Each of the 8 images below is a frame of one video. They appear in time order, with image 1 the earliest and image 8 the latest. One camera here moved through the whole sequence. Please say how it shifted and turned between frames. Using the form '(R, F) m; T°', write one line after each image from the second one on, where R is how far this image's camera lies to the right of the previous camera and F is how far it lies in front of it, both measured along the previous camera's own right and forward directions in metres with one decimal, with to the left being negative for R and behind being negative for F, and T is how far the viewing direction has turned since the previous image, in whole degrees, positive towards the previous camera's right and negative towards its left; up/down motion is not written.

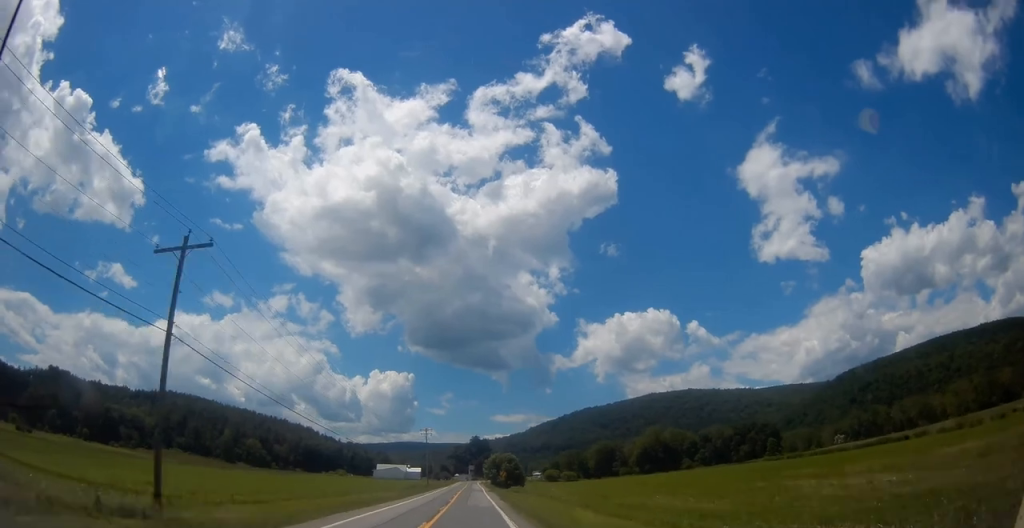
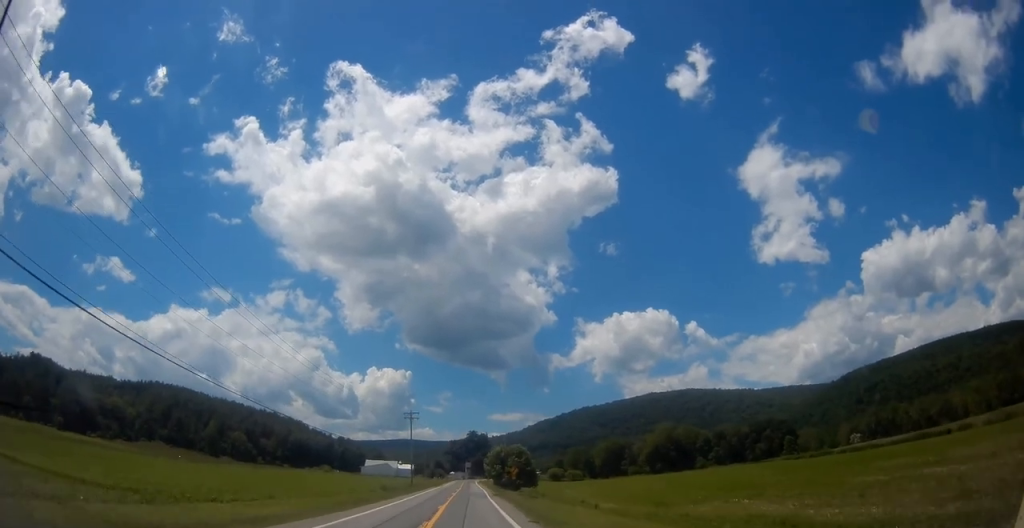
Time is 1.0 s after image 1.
(+0.2, +24.6) m; +1°
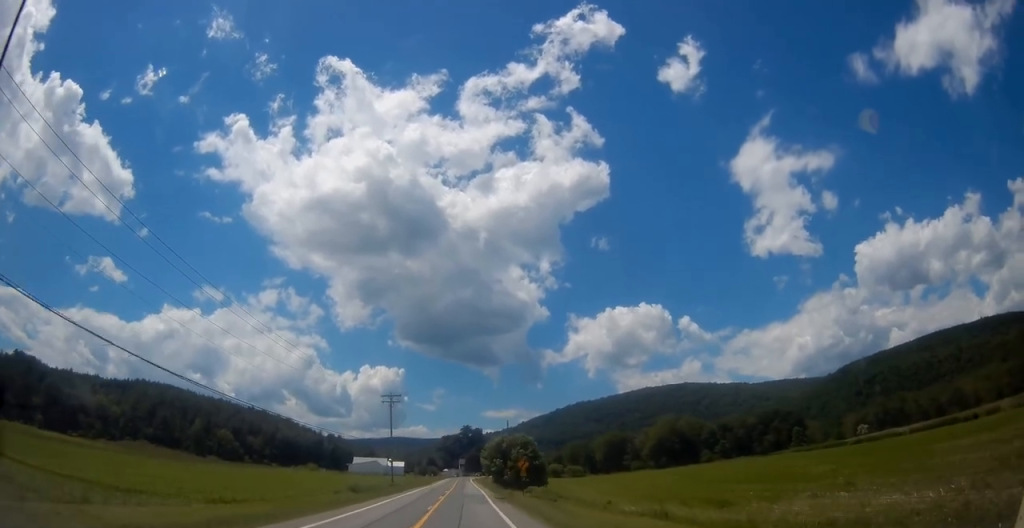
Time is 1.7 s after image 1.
(+0.3, +16.4) m; 0°
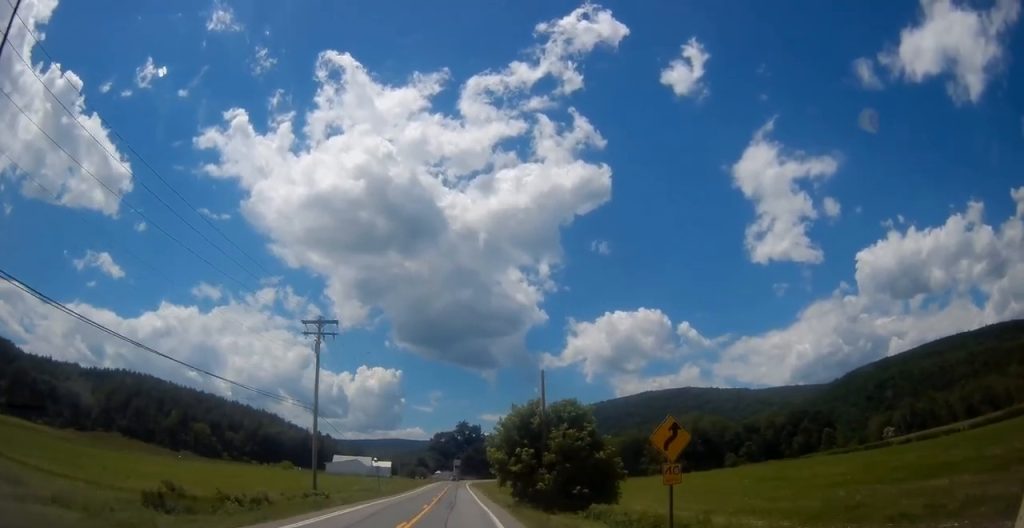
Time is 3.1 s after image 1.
(-0.1, +34.5) m; 0°
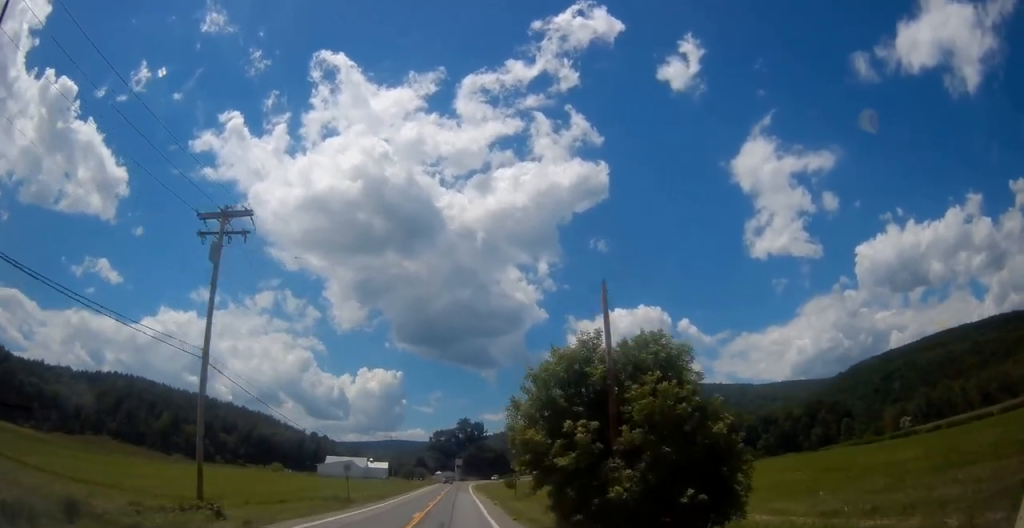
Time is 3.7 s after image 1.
(+0.2, +16.4) m; 0°
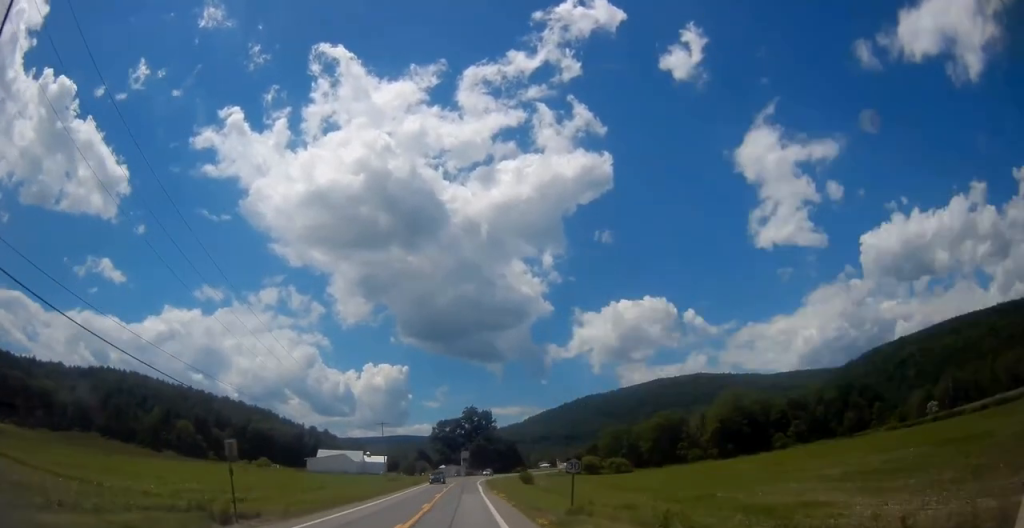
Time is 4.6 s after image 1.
(-0.3, +22.1) m; -1°
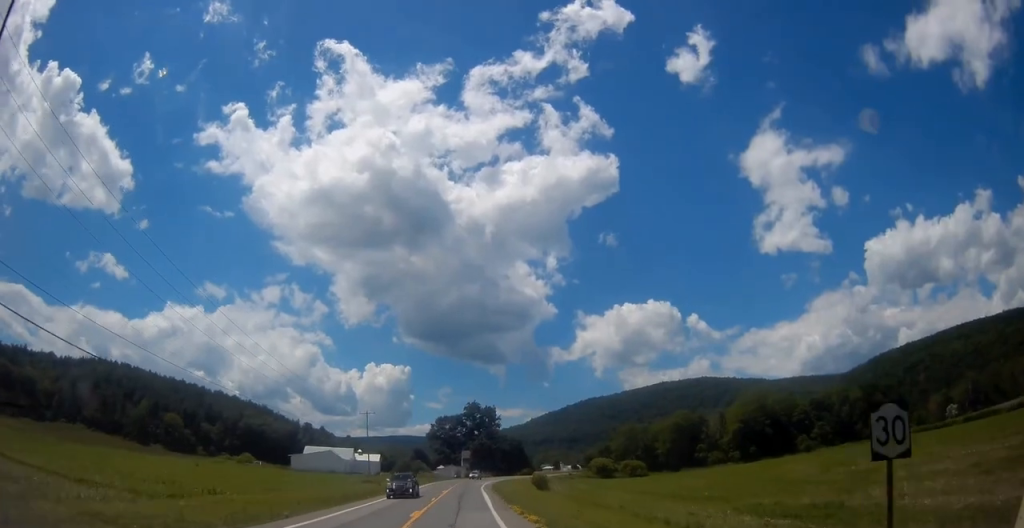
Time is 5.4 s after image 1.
(-0.1, +18.0) m; 0°
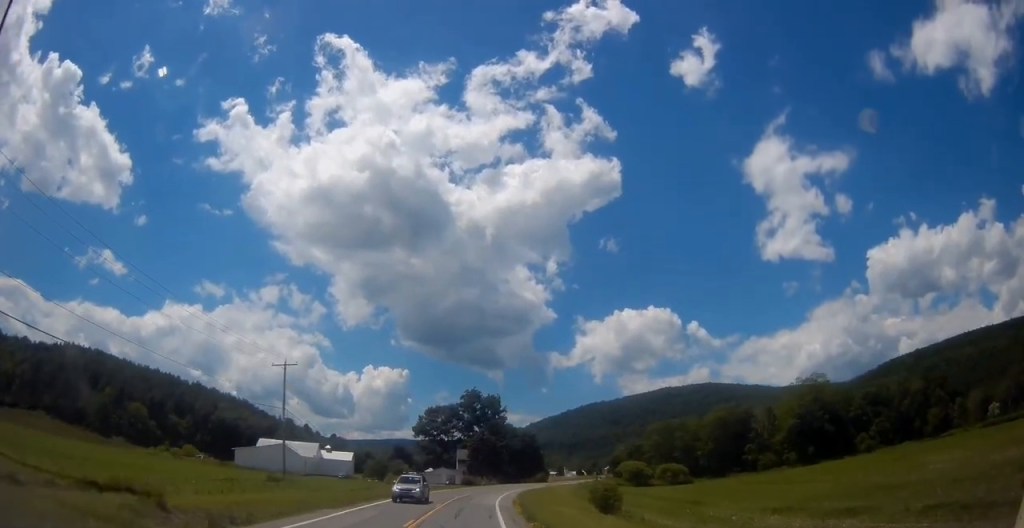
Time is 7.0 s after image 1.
(+0.6, +40.7) m; +1°
